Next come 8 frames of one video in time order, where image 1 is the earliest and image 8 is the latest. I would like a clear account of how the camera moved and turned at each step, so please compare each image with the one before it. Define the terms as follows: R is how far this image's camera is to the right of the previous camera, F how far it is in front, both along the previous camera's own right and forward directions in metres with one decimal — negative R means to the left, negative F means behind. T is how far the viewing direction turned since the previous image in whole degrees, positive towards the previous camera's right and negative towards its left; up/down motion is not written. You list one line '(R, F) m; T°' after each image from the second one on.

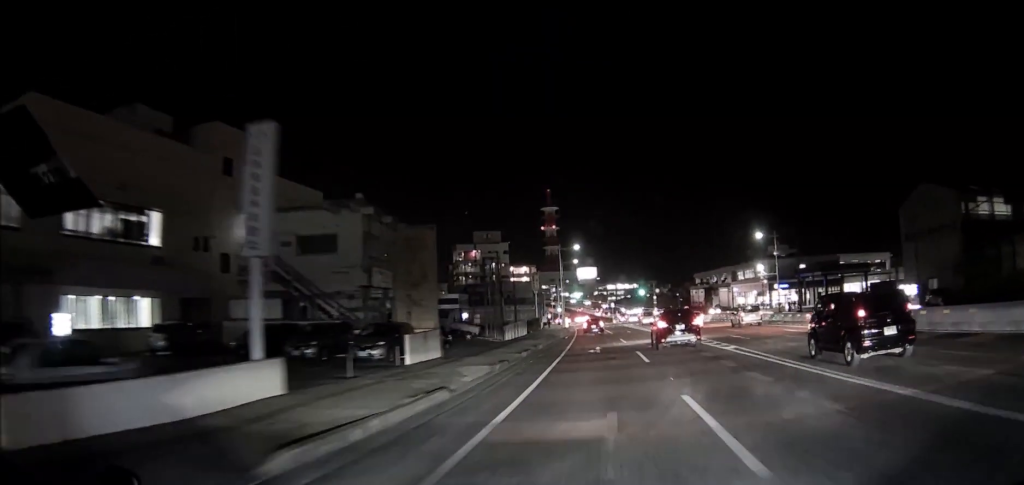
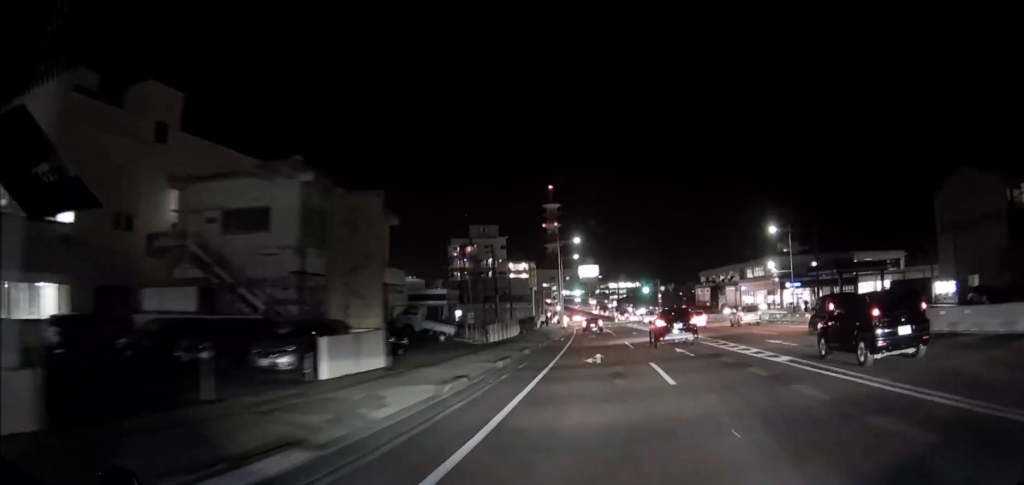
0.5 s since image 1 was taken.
(+0.2, +6.8) m; -1°
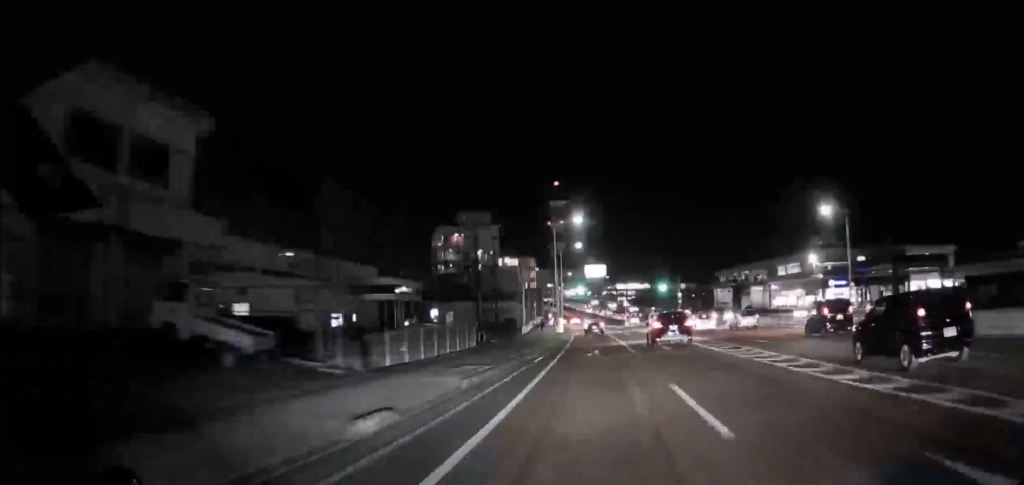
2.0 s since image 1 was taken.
(-0.6, +20.7) m; -2°
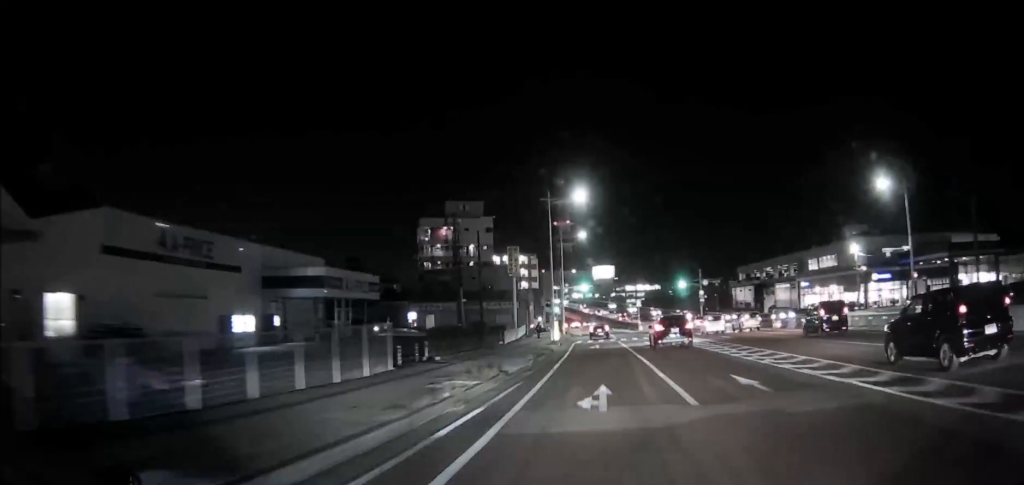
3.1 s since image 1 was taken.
(-0.2, +14.7) m; -1°
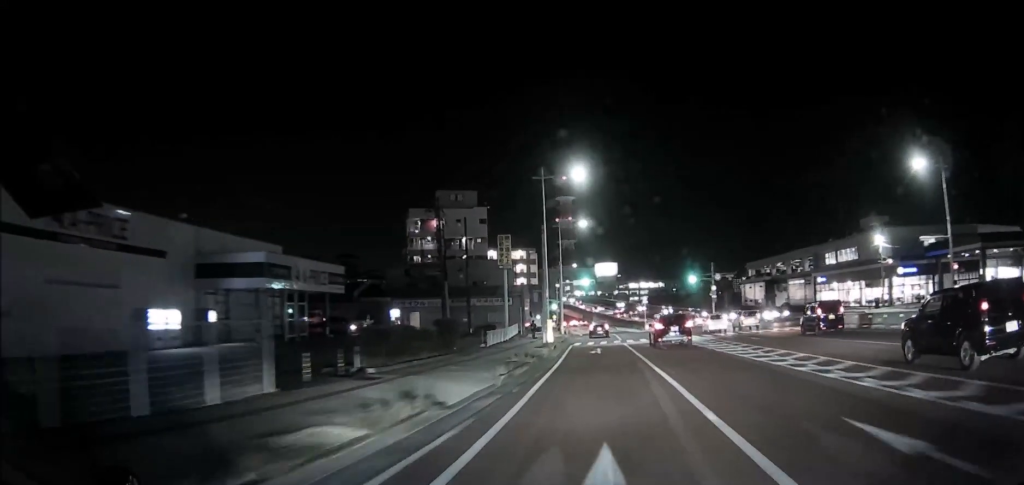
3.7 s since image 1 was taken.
(-0.4, +7.9) m; 0°
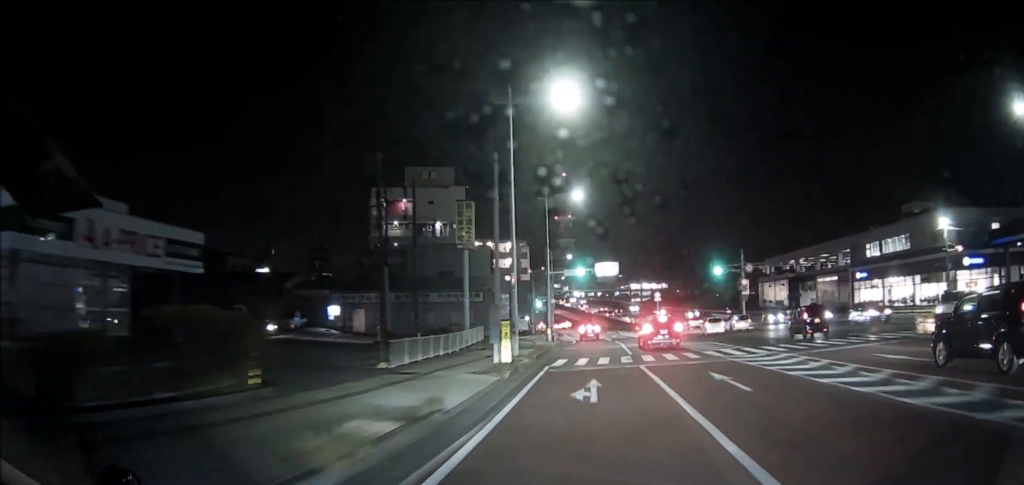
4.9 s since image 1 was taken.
(+1.1, +17.4) m; +3°
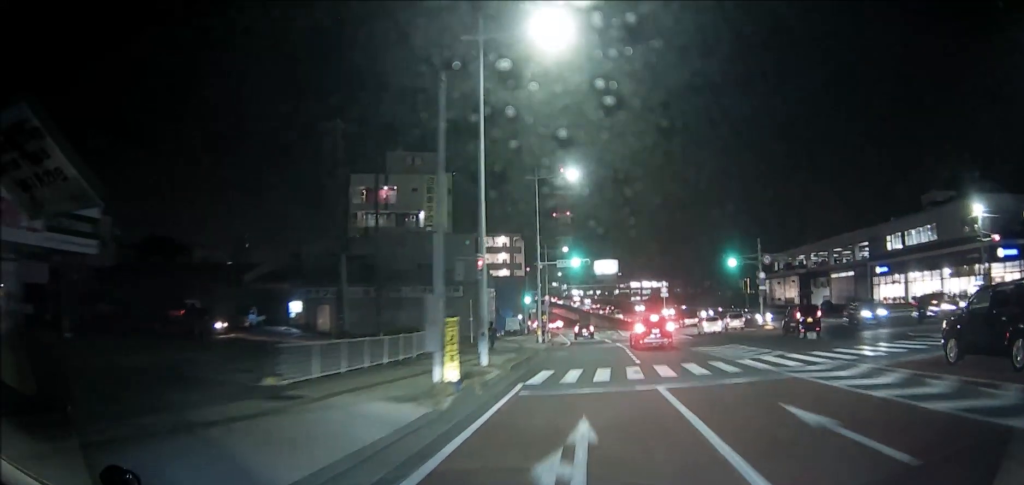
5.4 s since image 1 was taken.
(0.0, +7.1) m; 0°
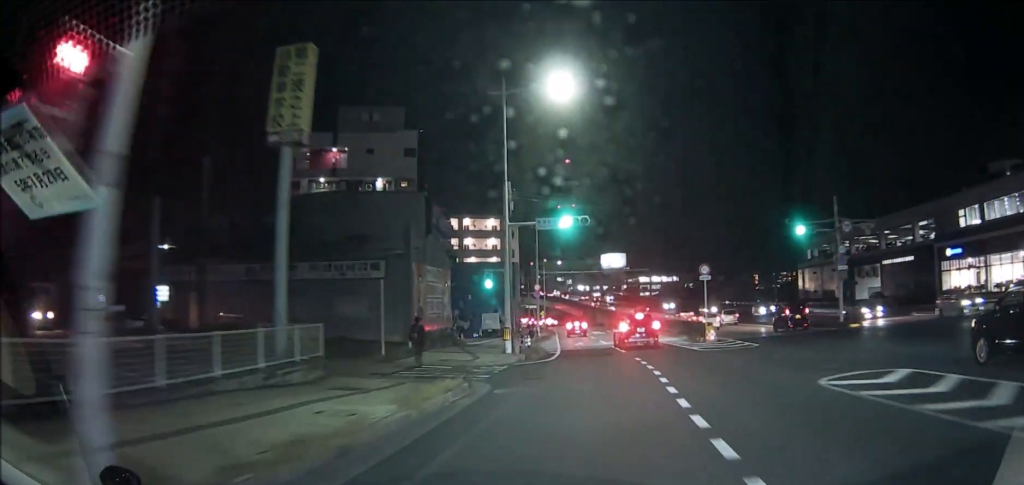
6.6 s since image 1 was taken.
(-0.2, +17.6) m; 0°
